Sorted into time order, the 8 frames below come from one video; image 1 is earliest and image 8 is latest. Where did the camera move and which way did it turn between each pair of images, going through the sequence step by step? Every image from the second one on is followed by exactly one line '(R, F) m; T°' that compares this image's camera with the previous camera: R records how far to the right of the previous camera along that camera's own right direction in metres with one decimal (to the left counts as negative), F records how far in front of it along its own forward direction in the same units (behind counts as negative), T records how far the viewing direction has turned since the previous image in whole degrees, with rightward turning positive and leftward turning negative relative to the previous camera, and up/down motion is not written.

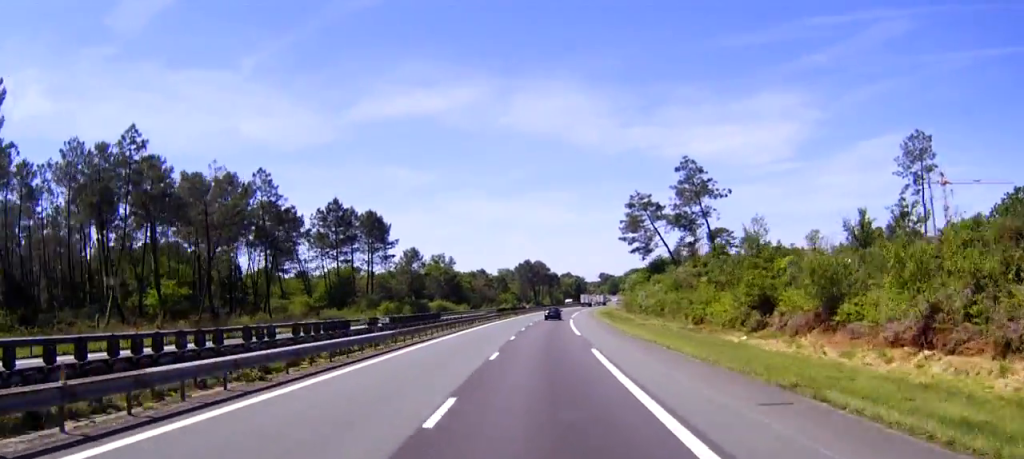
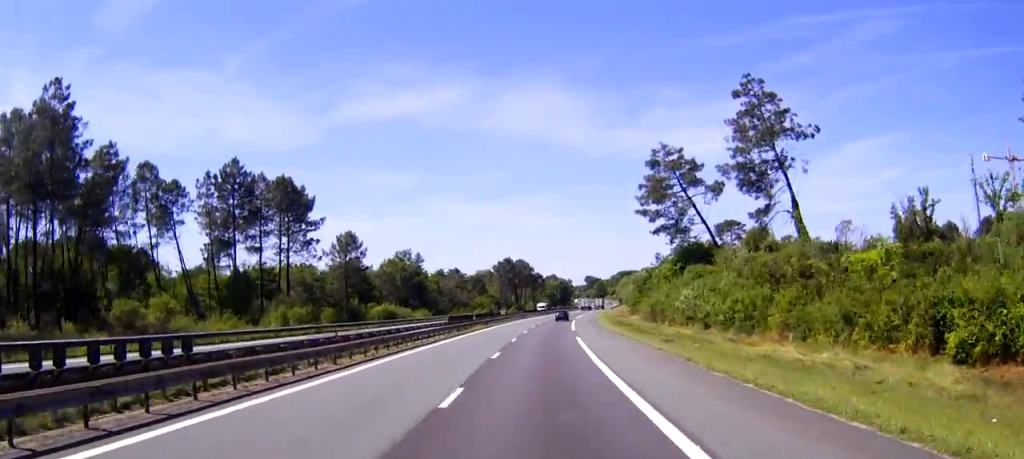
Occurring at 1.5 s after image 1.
(+0.2, +37.0) m; +1°
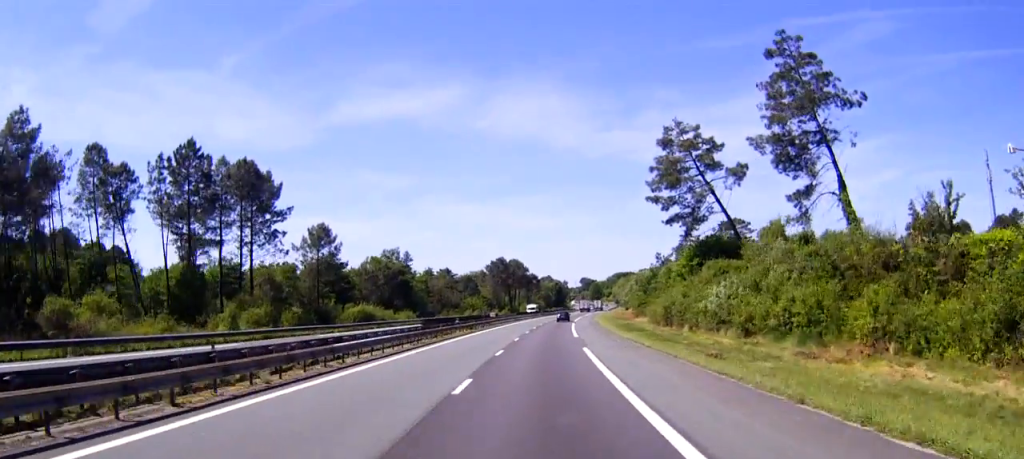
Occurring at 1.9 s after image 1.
(+0.1, +11.0) m; +1°
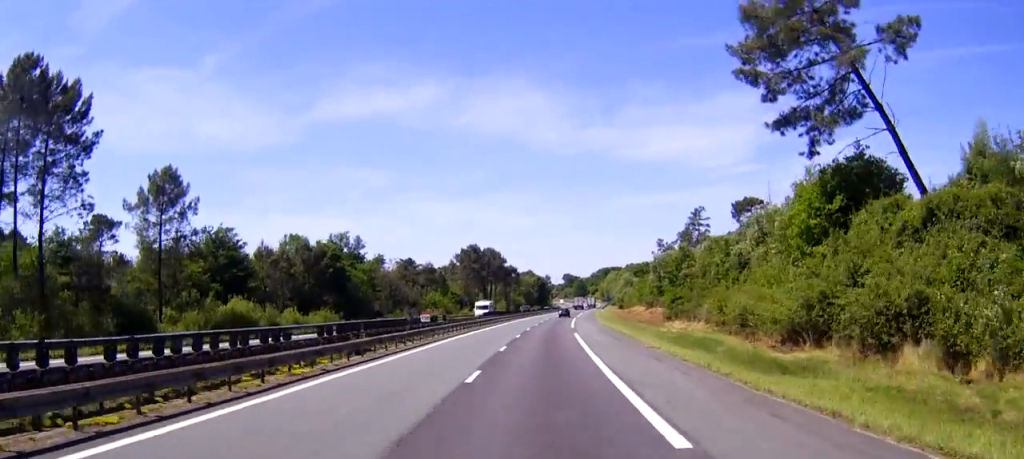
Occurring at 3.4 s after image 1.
(+0.5, +37.1) m; +2°
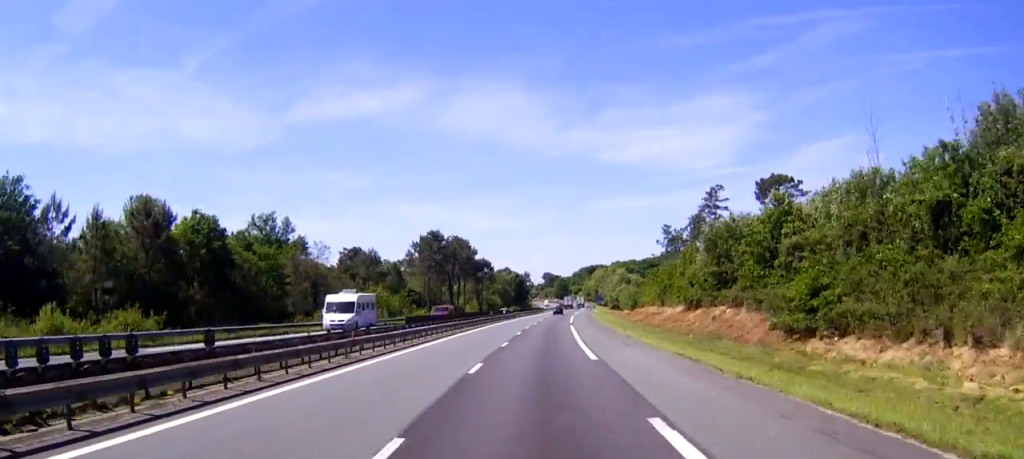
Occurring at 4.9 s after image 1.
(+0.7, +37.9) m; +2°
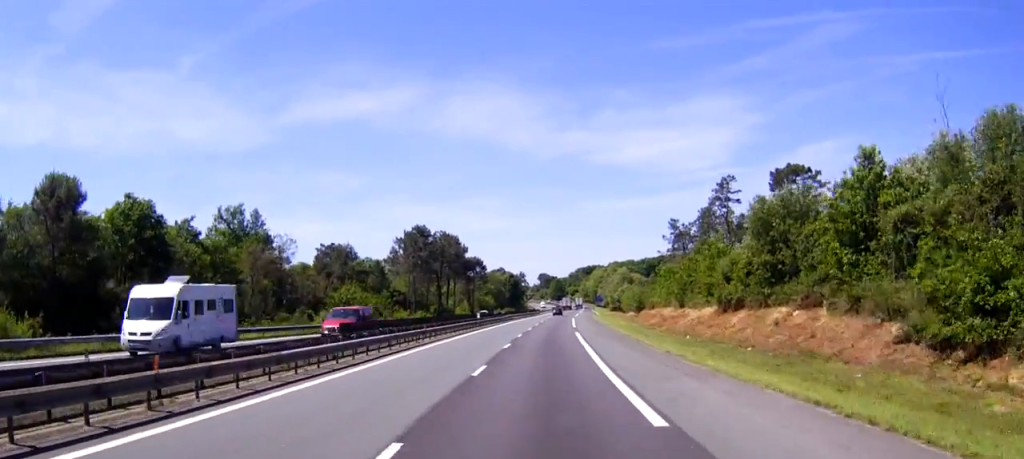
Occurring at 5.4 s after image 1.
(+0.1, +13.5) m; 0°
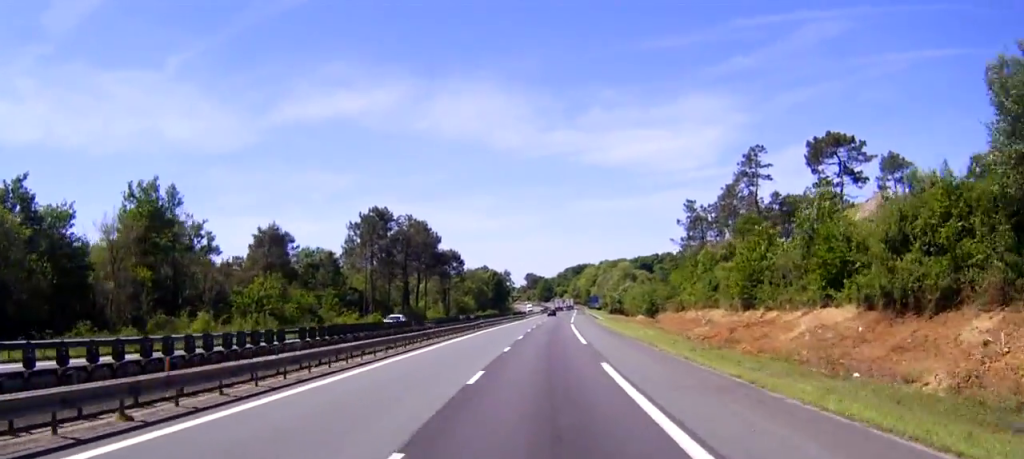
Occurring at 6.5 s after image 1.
(0.0, +26.9) m; +1°
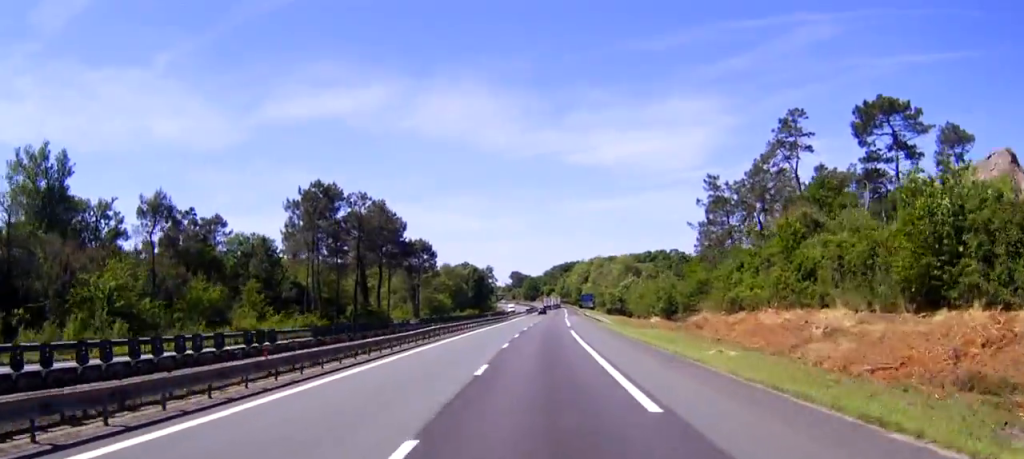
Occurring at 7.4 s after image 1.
(+0.3, +24.4) m; +1°
